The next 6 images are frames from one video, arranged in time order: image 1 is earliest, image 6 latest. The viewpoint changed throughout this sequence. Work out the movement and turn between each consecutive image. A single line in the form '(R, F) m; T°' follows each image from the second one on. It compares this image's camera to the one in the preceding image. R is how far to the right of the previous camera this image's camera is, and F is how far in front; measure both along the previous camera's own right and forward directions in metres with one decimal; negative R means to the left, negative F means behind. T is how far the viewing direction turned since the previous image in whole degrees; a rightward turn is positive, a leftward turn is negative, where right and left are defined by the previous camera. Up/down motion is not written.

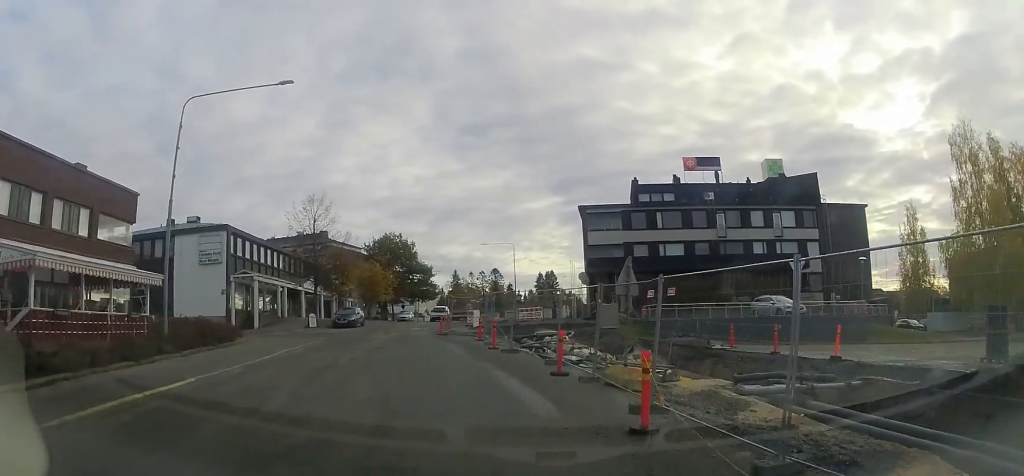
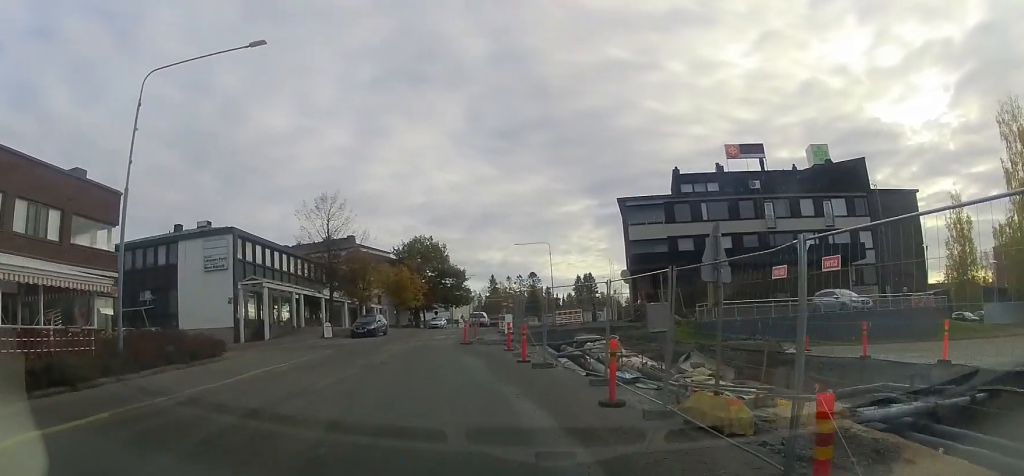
(+0.3, +4.1) m; -6°
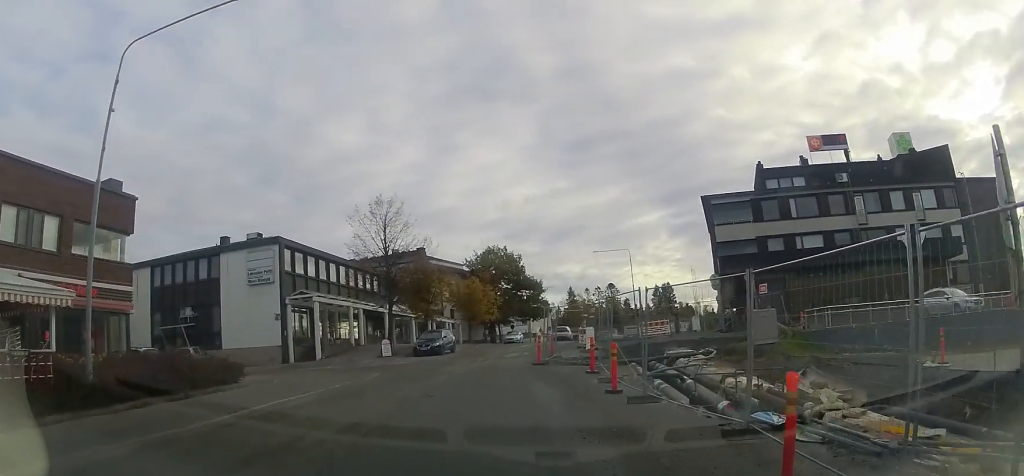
(-0.7, +4.1) m; -7°
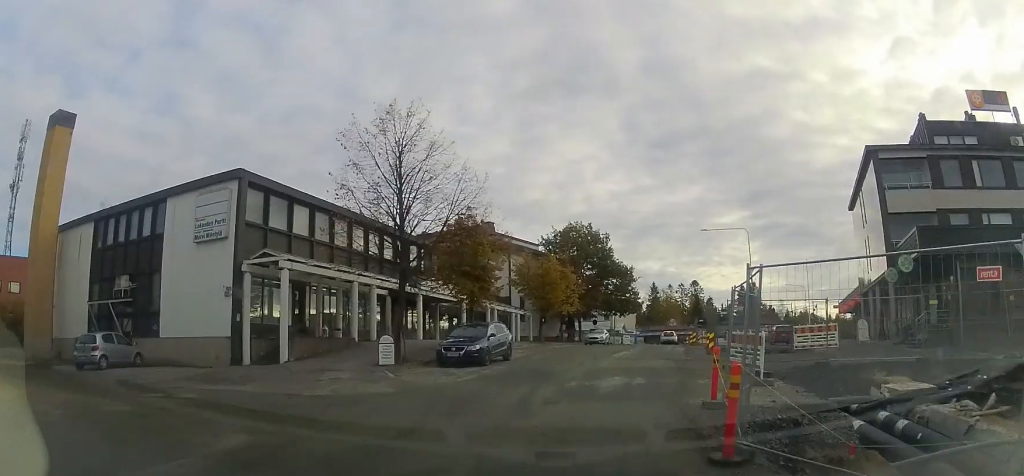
(-2.0, +13.6) m; -16°
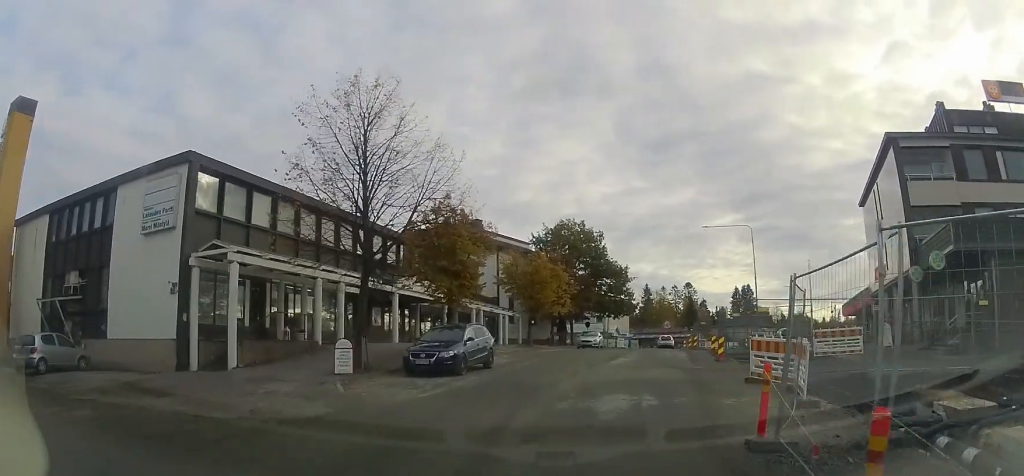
(+0.2, +3.2) m; +8°
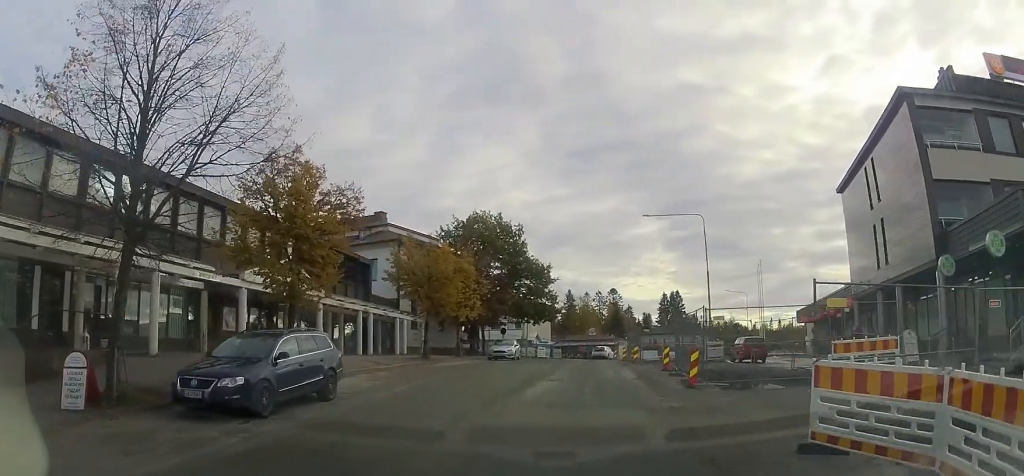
(+0.9, +7.5) m; +7°
